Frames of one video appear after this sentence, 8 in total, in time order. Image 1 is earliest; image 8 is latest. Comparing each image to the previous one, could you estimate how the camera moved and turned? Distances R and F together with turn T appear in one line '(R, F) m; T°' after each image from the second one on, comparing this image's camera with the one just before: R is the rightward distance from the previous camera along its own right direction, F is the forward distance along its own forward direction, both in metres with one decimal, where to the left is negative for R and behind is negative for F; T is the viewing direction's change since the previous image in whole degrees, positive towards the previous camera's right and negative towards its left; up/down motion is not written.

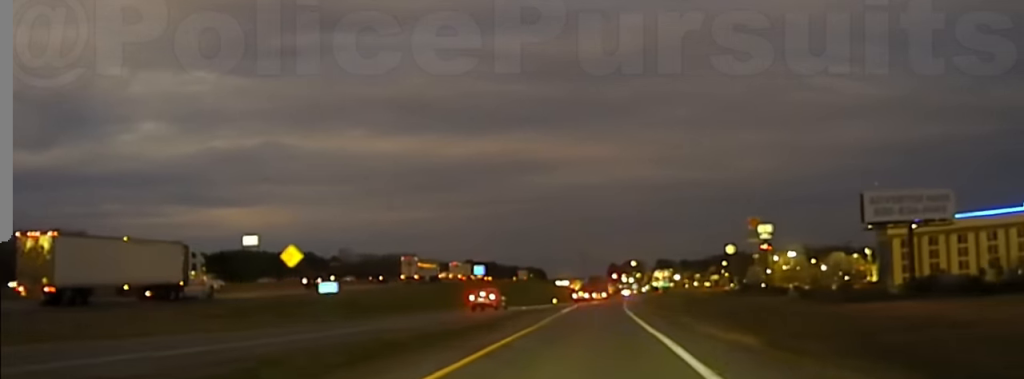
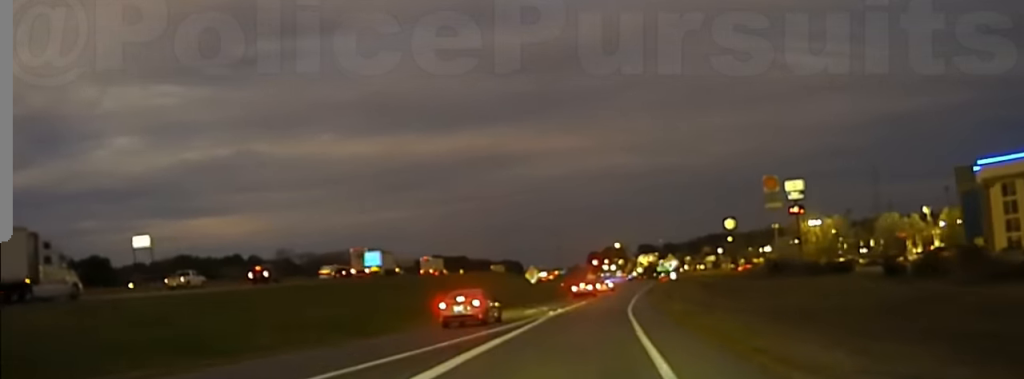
(+0.8, +57.5) m; +2°
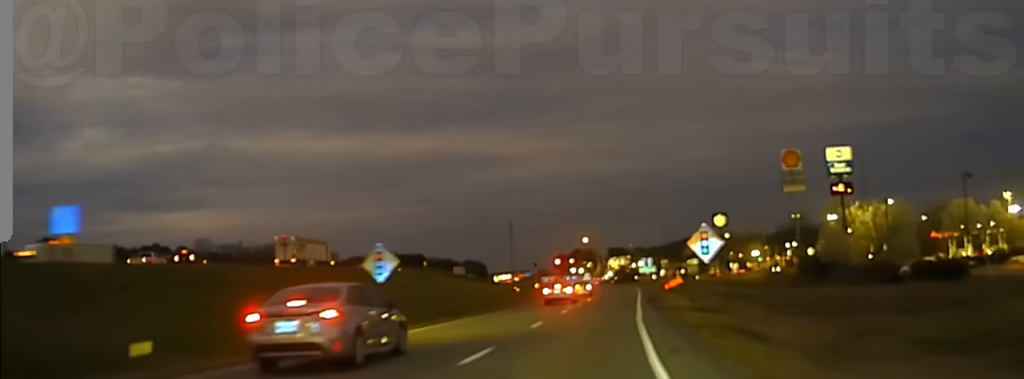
(+0.8, +51.9) m; +2°
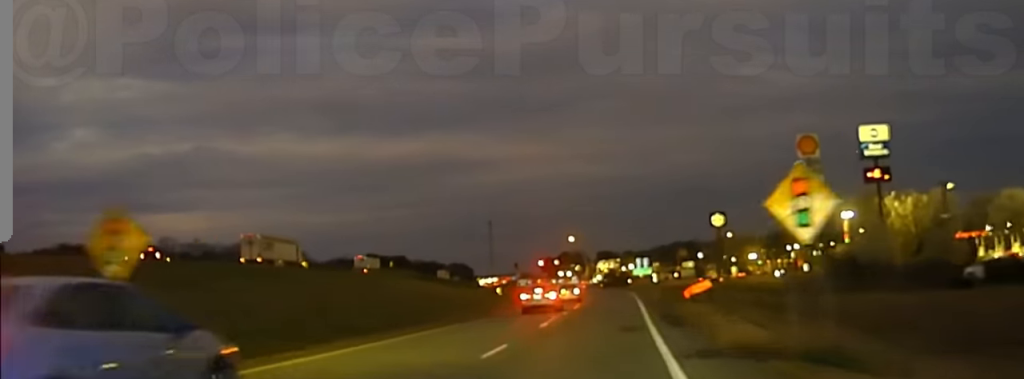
(+0.2, +20.6) m; +1°
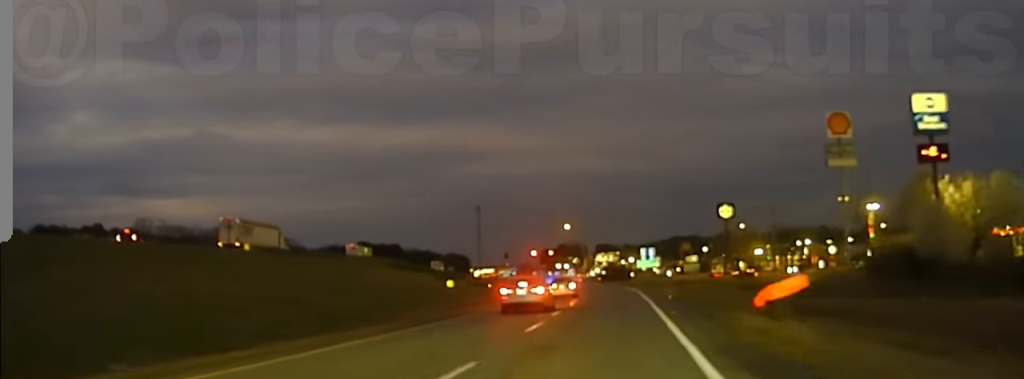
(-0.1, +17.4) m; +1°
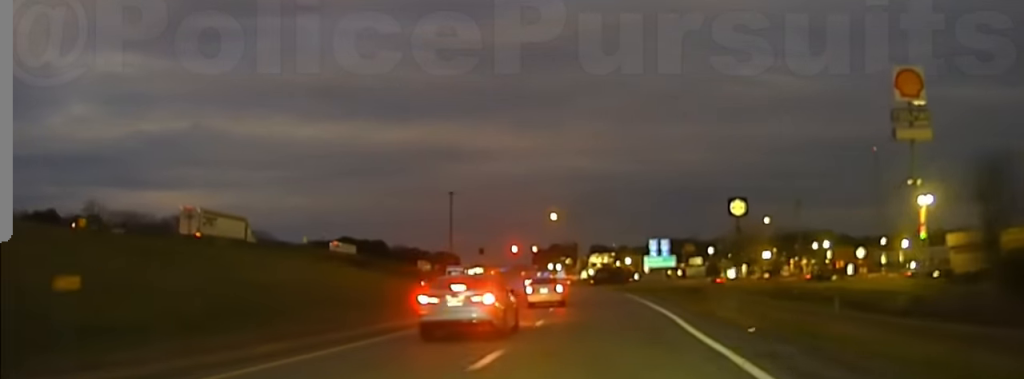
(+0.5, +30.3) m; +1°
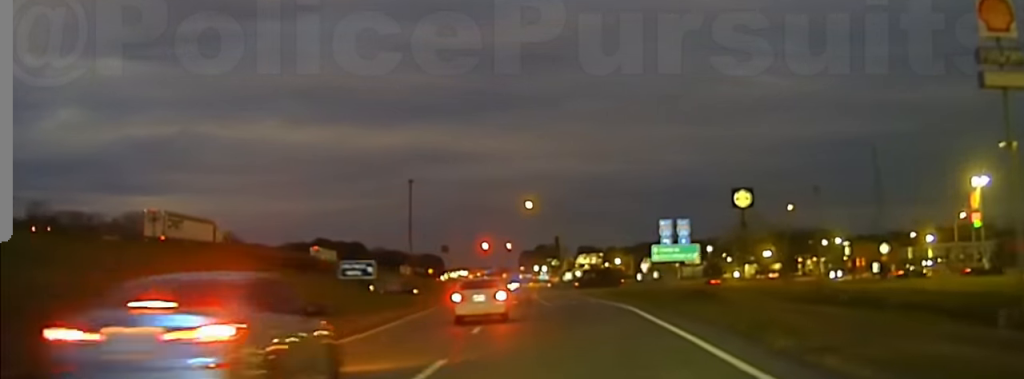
(-0.2, +25.8) m; 0°
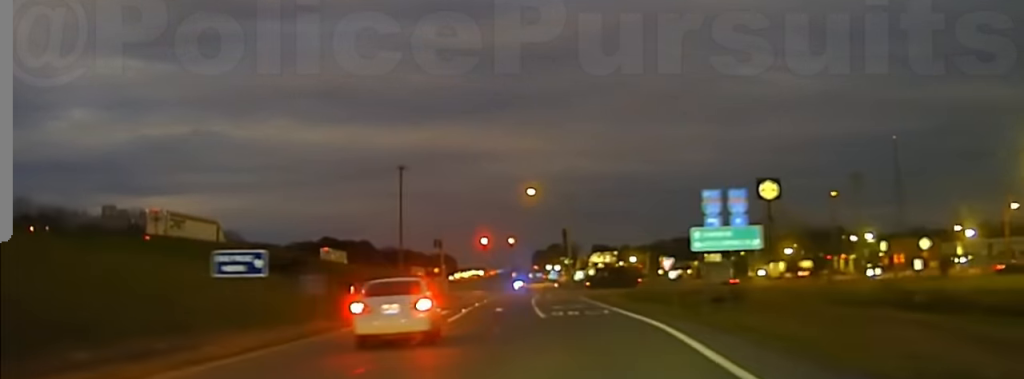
(-0.1, +17.2) m; -1°
